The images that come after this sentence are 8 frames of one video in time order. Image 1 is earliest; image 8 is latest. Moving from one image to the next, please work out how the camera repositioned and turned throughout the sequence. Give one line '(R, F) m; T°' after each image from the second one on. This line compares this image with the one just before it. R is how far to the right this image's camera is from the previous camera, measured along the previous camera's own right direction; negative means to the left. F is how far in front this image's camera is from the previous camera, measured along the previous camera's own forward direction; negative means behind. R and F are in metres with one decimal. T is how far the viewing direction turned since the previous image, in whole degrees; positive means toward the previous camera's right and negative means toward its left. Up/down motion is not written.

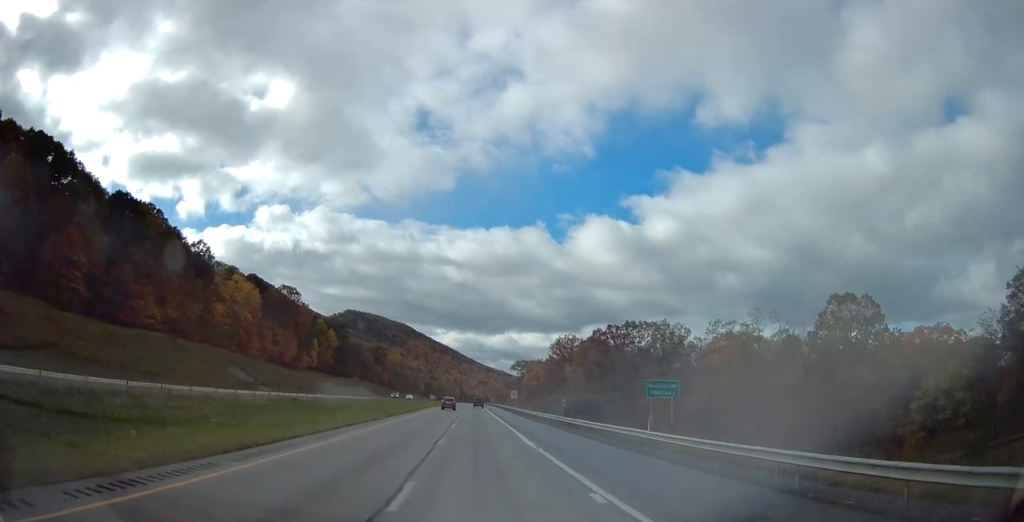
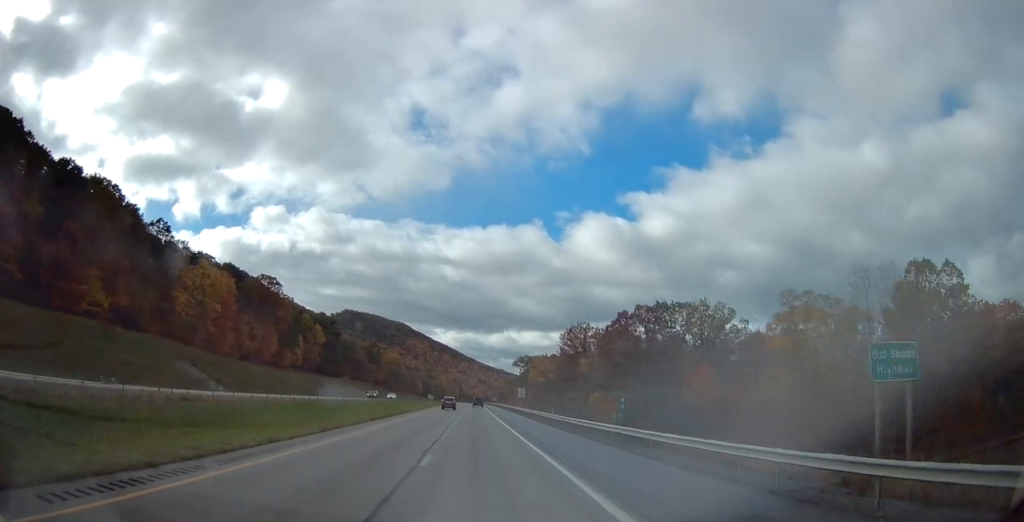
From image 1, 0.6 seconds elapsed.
(-0.1, +18.5) m; 0°
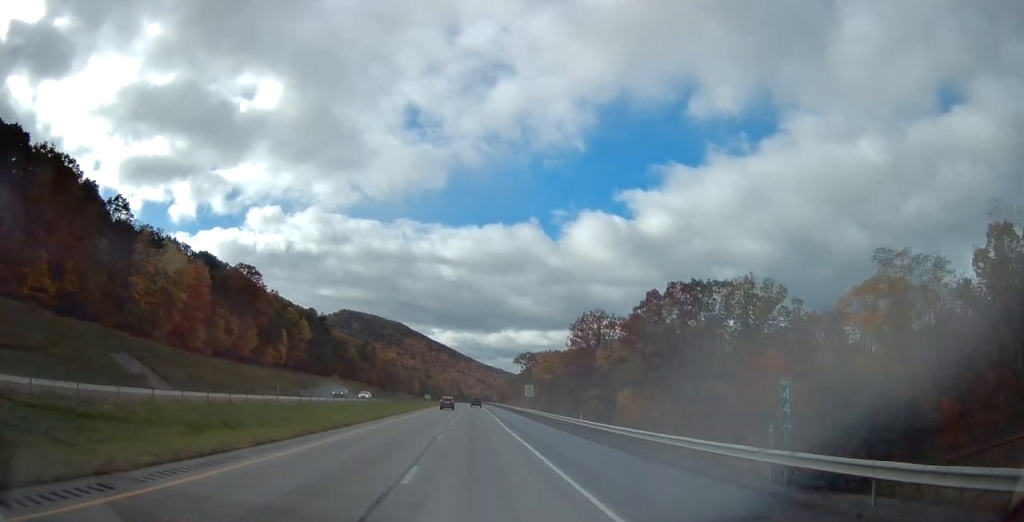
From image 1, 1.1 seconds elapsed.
(0.0, +15.4) m; 0°
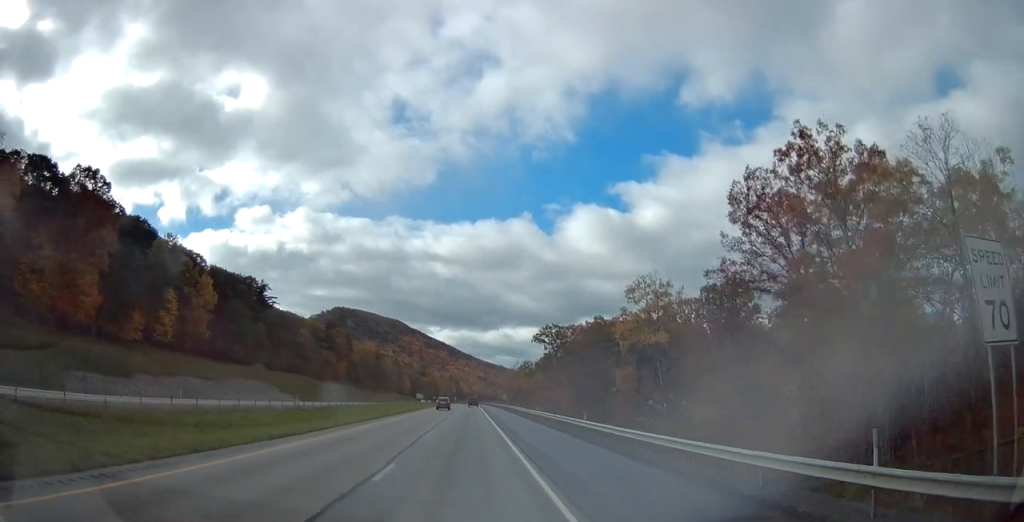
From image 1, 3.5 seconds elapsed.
(+0.6, +73.3) m; 0°
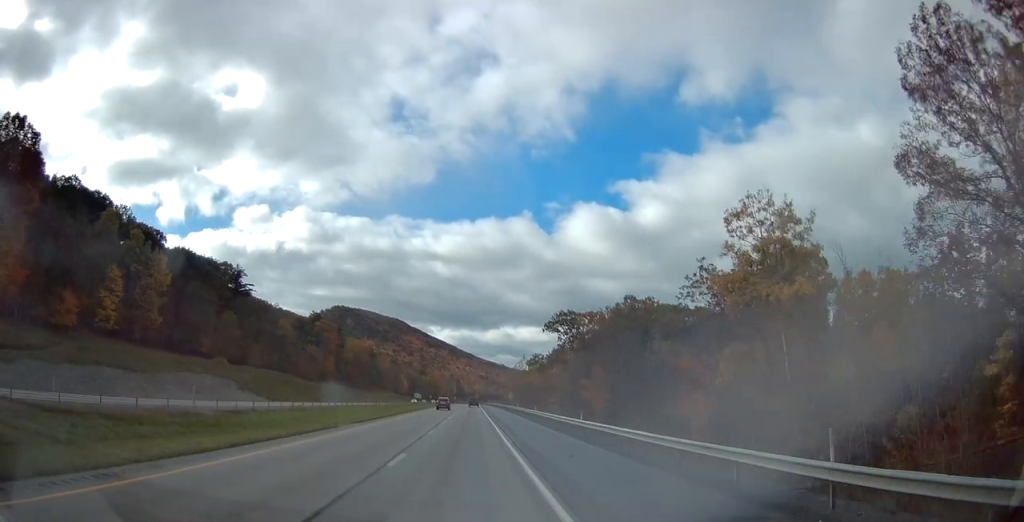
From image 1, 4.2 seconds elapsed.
(-0.2, +21.7) m; 0°
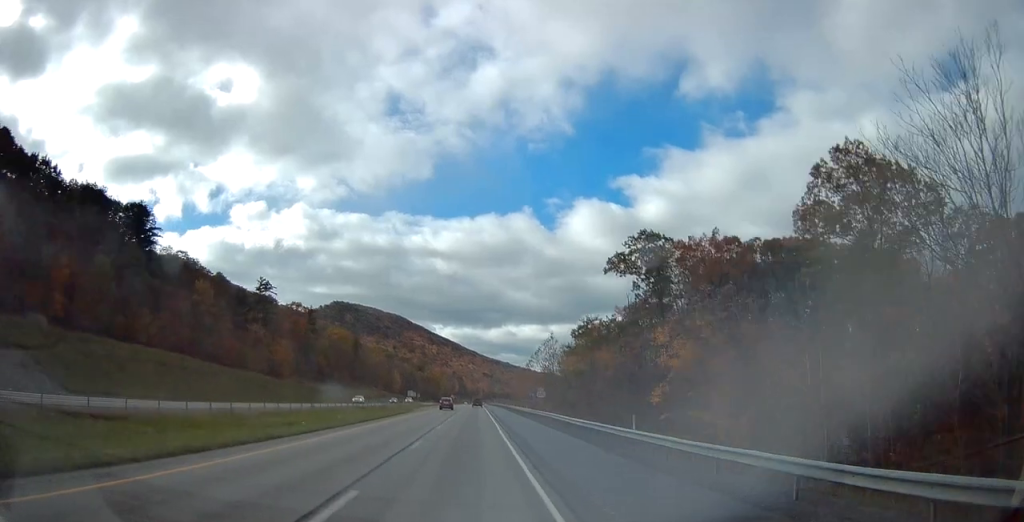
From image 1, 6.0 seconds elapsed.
(-0.1, +56.0) m; 0°
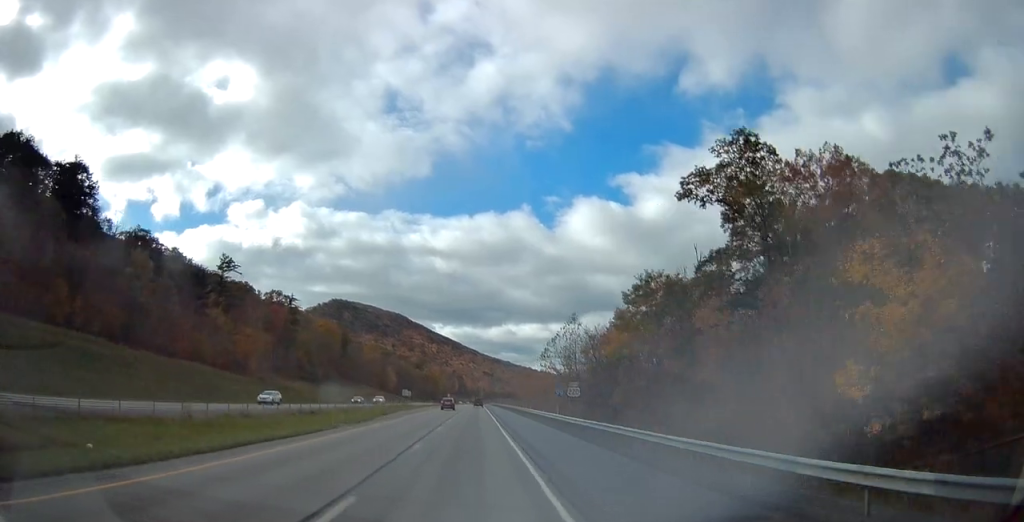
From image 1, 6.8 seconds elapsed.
(-0.1, +25.0) m; 0°
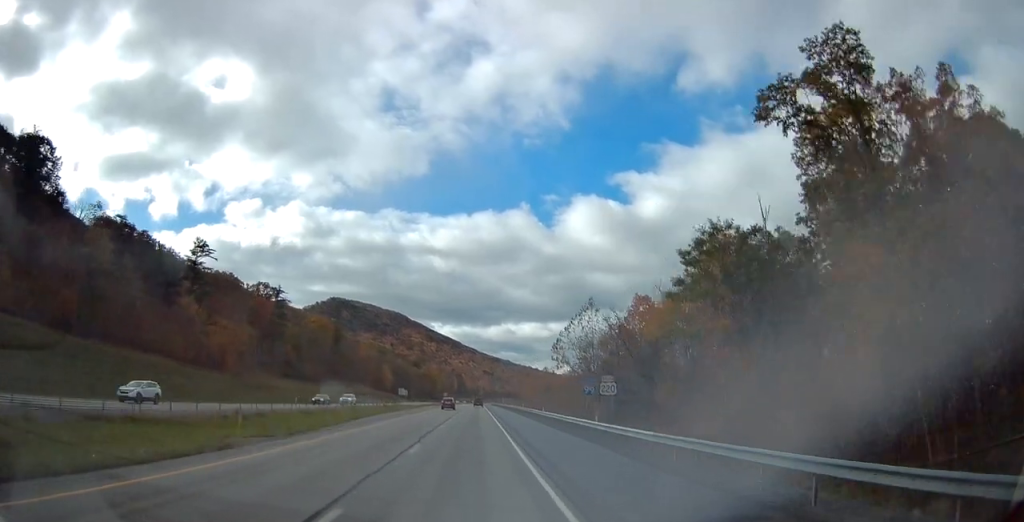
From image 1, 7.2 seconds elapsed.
(+0.1, +13.6) m; 0°
